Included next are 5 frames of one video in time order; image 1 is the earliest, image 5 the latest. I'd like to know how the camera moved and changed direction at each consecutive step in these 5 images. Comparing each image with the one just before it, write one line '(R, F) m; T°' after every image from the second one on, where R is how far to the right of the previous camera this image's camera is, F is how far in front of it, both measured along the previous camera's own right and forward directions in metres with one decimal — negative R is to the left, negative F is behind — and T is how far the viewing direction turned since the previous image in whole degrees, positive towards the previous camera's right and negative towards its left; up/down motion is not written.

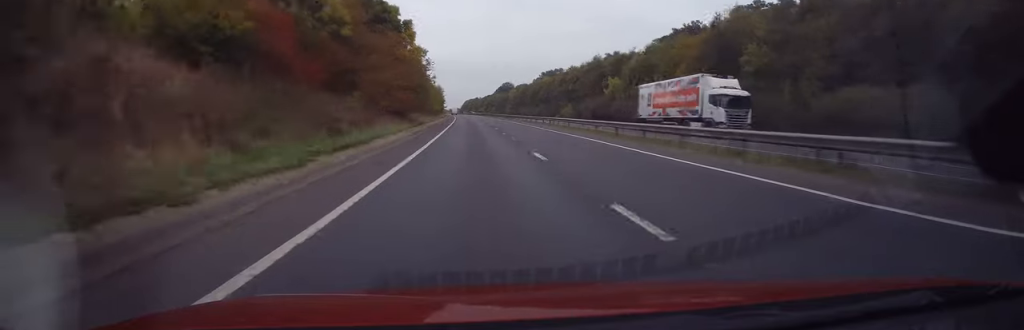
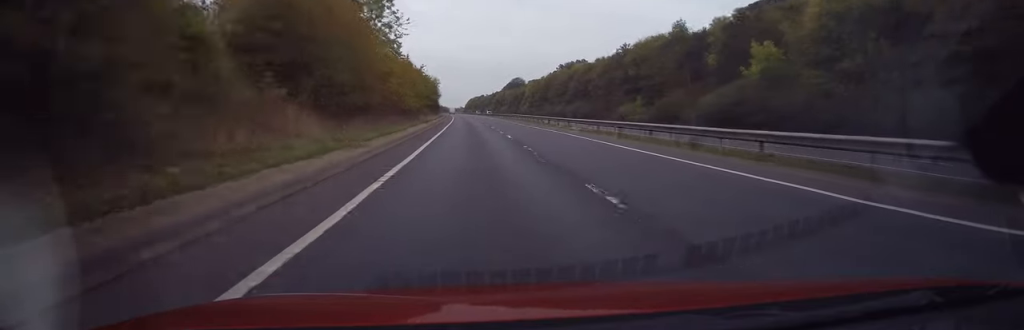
(+0.2, +43.7) m; -1°
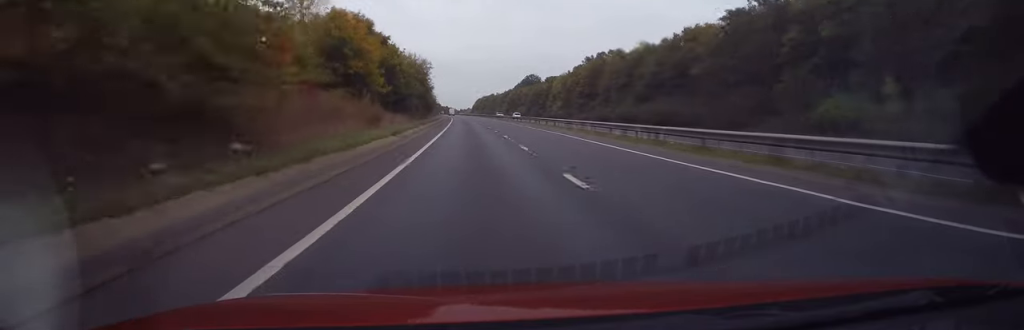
(-0.7, +43.7) m; -1°
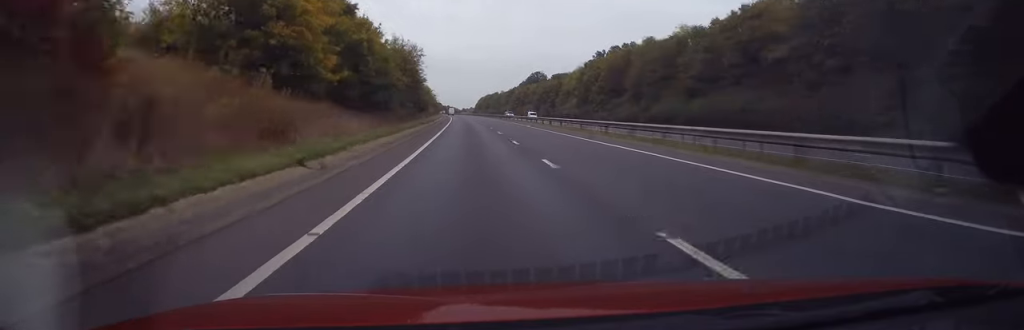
(0.0, +15.3) m; 0°
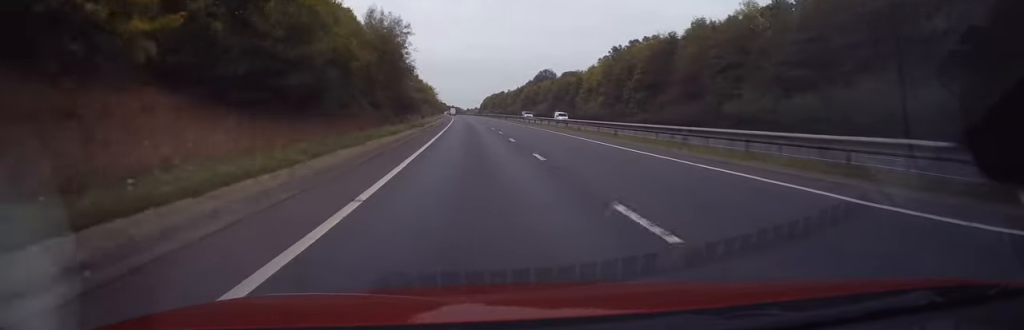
(-0.2, +16.3) m; 0°
